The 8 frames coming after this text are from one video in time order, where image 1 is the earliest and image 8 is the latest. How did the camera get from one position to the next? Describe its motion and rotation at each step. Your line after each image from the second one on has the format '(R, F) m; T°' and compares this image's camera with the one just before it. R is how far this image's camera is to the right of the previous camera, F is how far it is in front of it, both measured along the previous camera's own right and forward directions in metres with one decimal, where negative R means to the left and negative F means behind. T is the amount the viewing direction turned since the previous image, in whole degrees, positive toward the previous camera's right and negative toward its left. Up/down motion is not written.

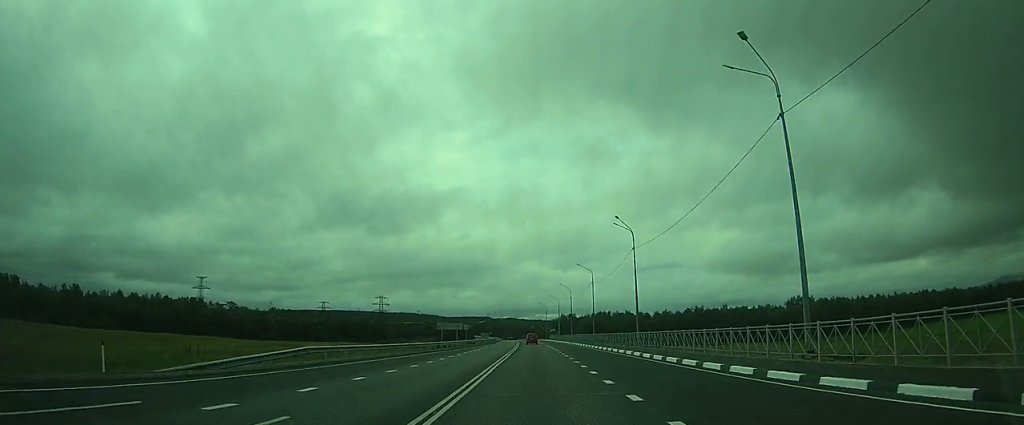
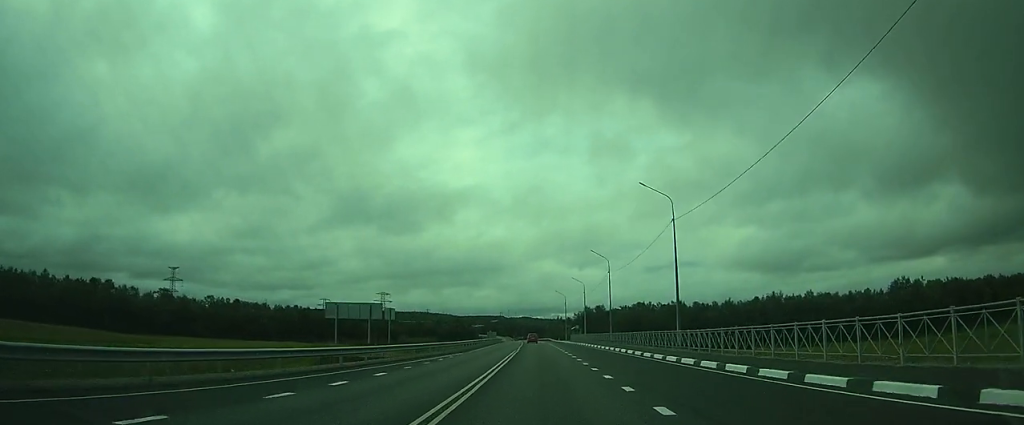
(-0.3, +50.7) m; 0°
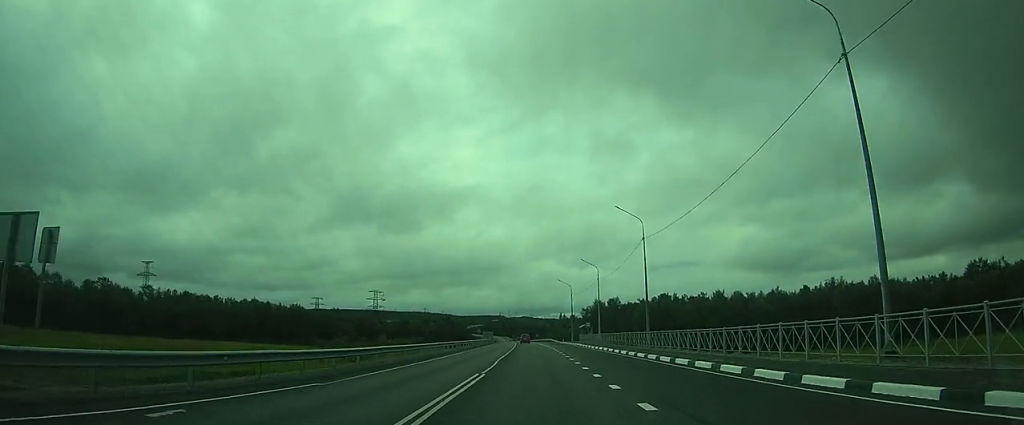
(0.0, +27.4) m; 0°
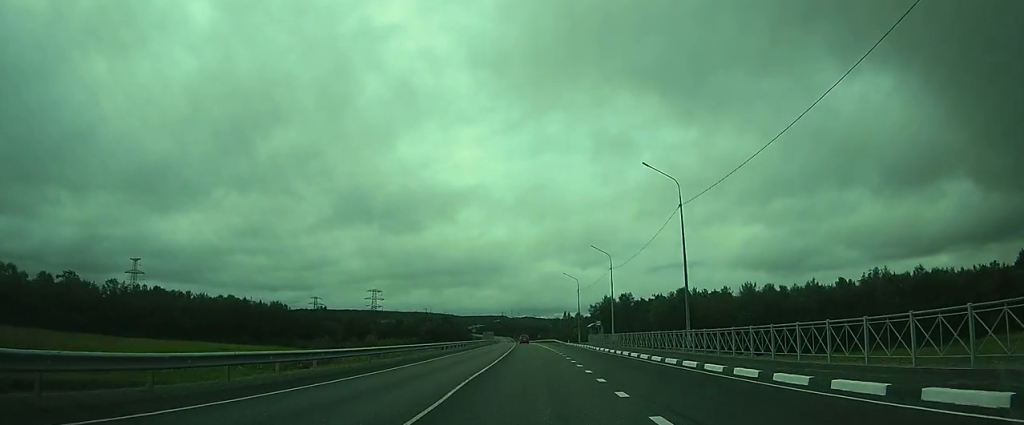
(-0.1, +13.4) m; 0°
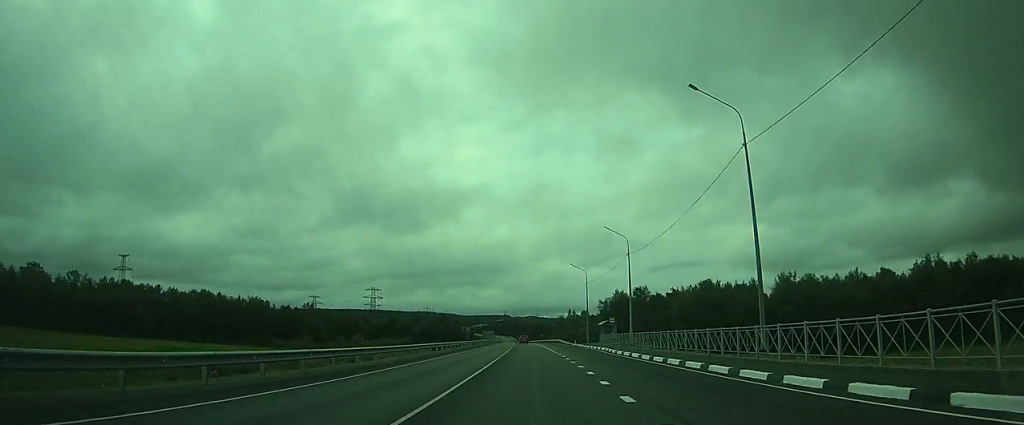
(0.0, +12.5) m; 0°
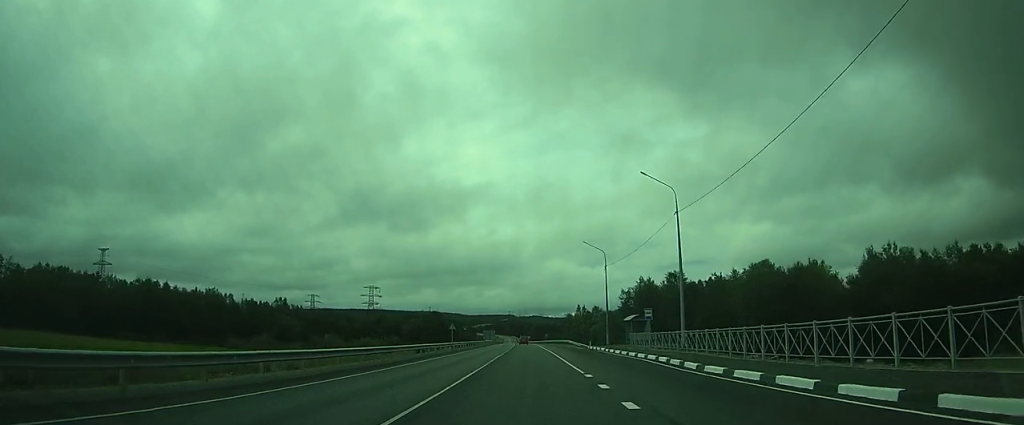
(+0.1, +19.7) m; 0°
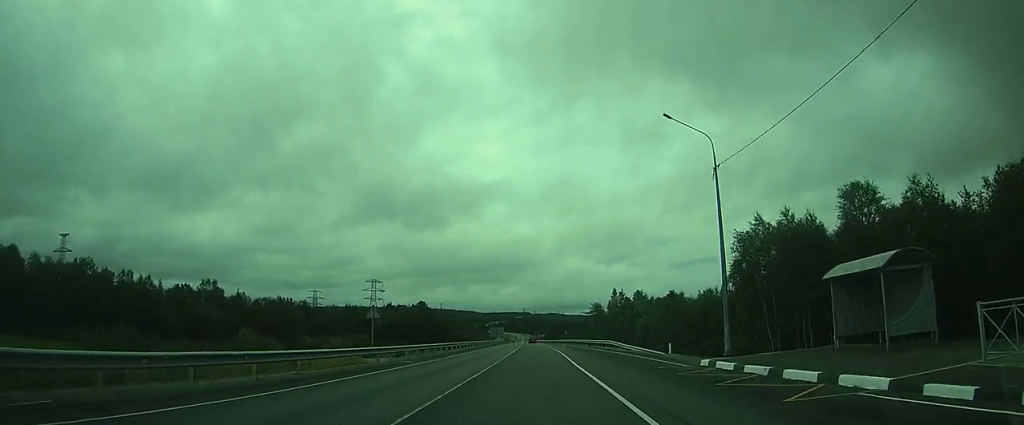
(-0.3, +35.3) m; -1°
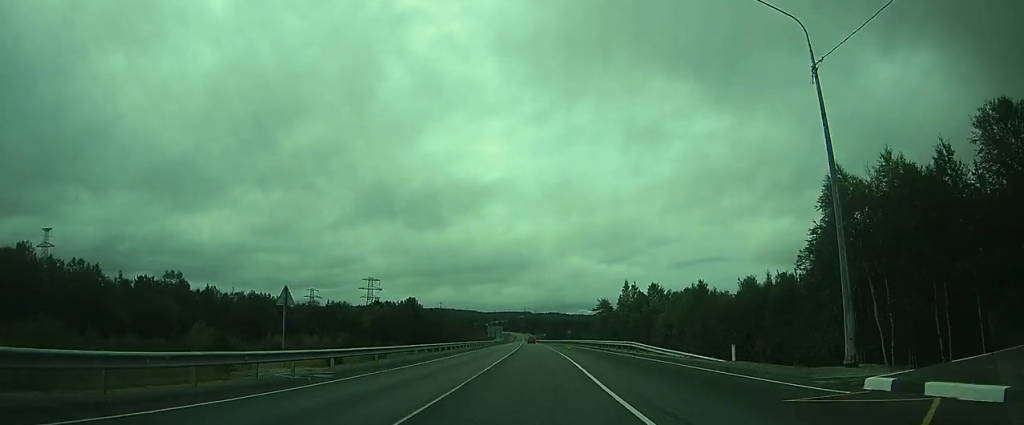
(0.0, +9.9) m; 0°
